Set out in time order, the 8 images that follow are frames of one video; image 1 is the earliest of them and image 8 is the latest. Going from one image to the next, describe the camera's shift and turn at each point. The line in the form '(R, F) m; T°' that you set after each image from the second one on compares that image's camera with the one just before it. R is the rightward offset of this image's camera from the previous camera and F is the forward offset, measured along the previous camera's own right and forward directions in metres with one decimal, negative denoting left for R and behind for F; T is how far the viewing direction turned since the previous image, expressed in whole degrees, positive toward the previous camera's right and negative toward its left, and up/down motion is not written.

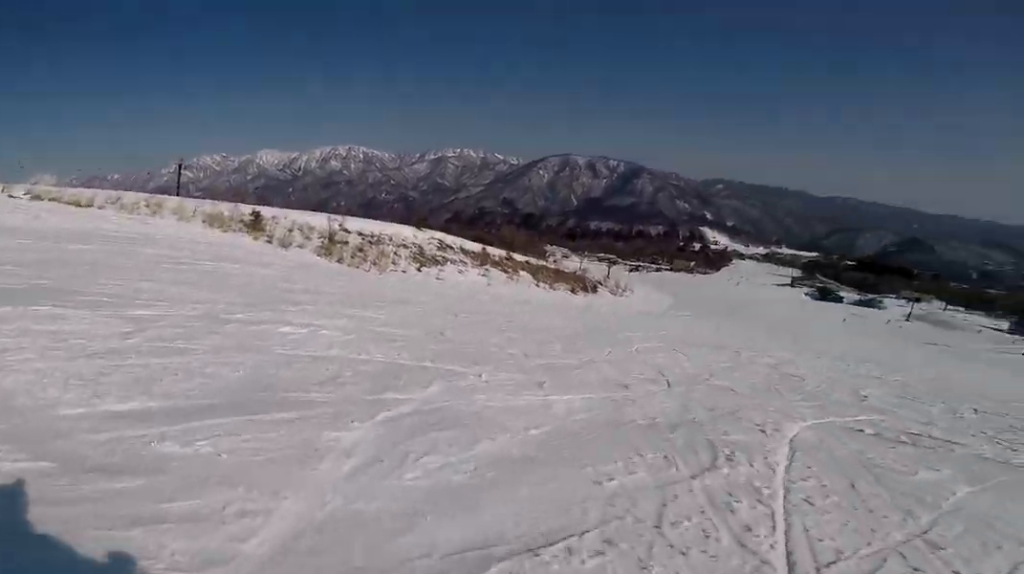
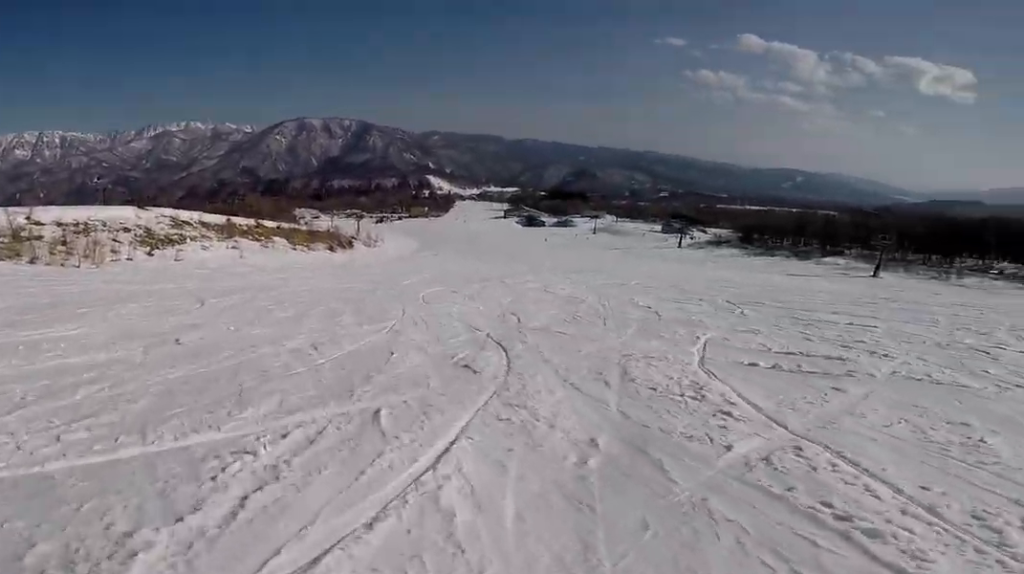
(-0.1, +4.0) m; +8°
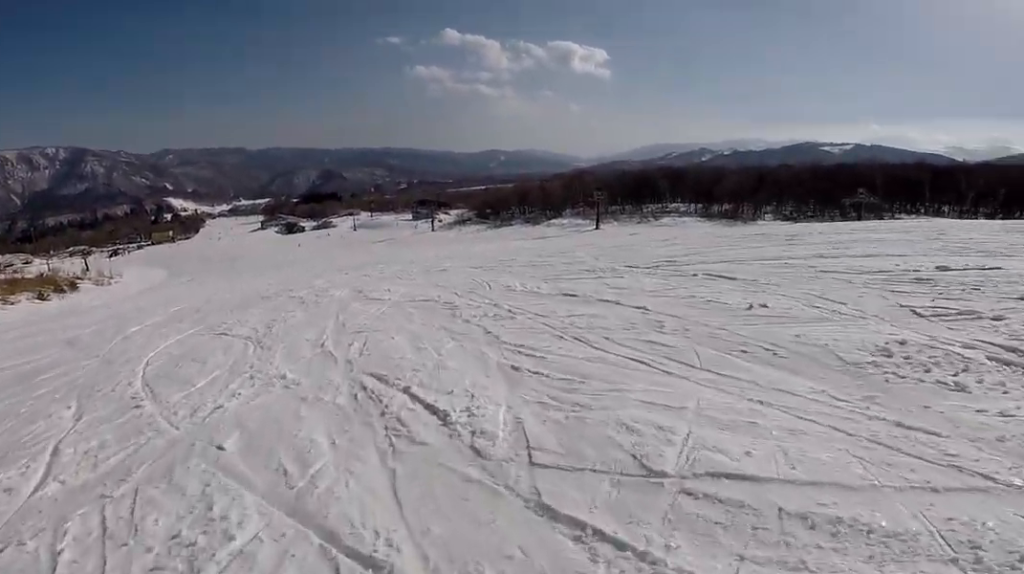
(+2.5, +8.7) m; +27°
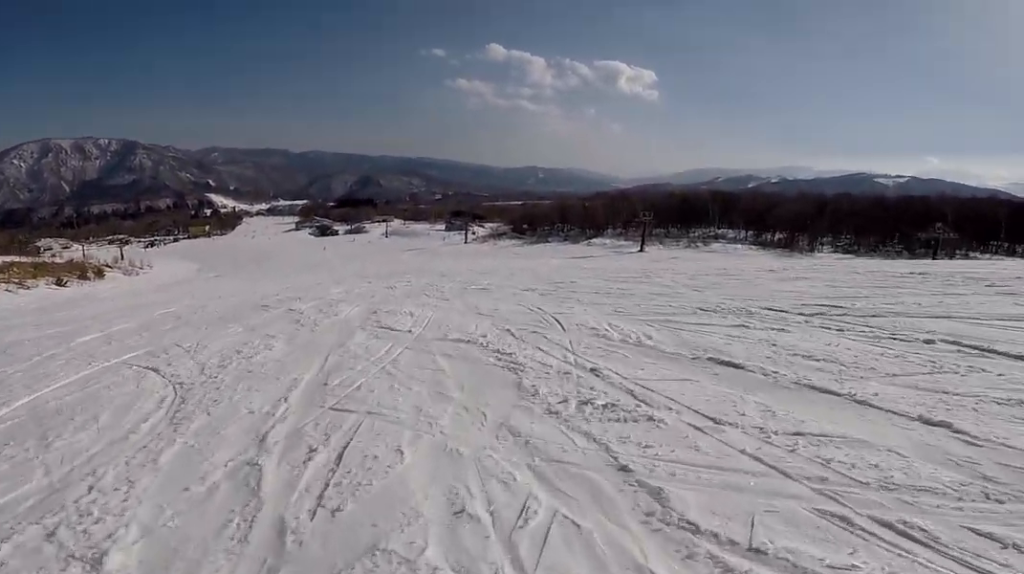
(+0.1, +4.0) m; +10°
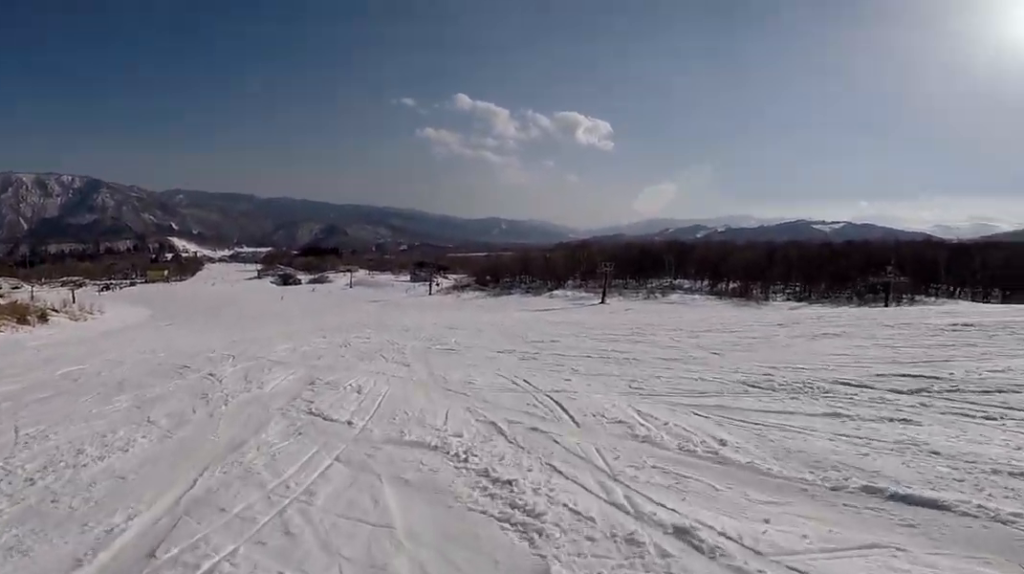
(+0.4, +2.6) m; +5°
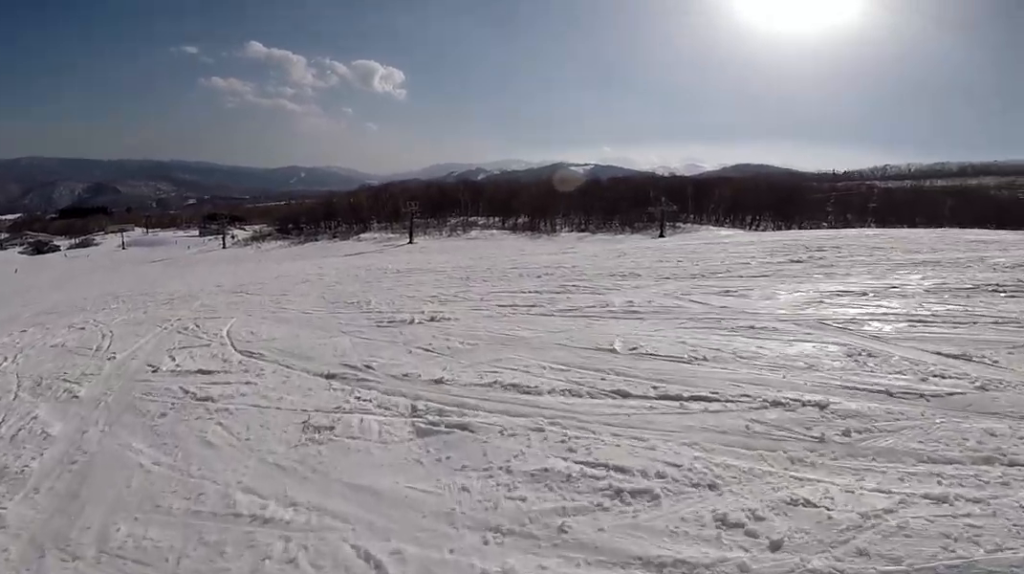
(+0.8, +7.6) m; +7°
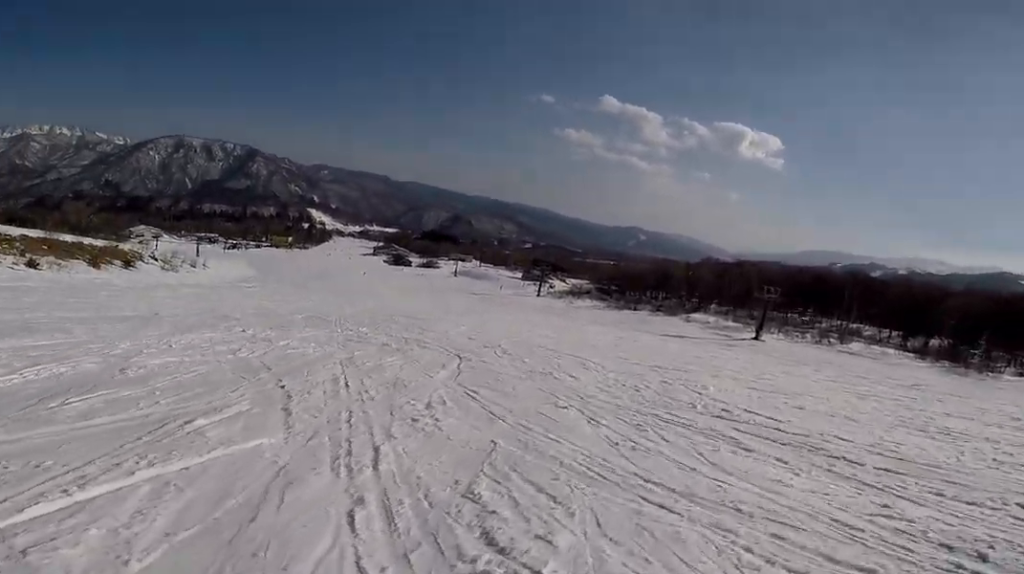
(0.0, +8.1) m; -10°
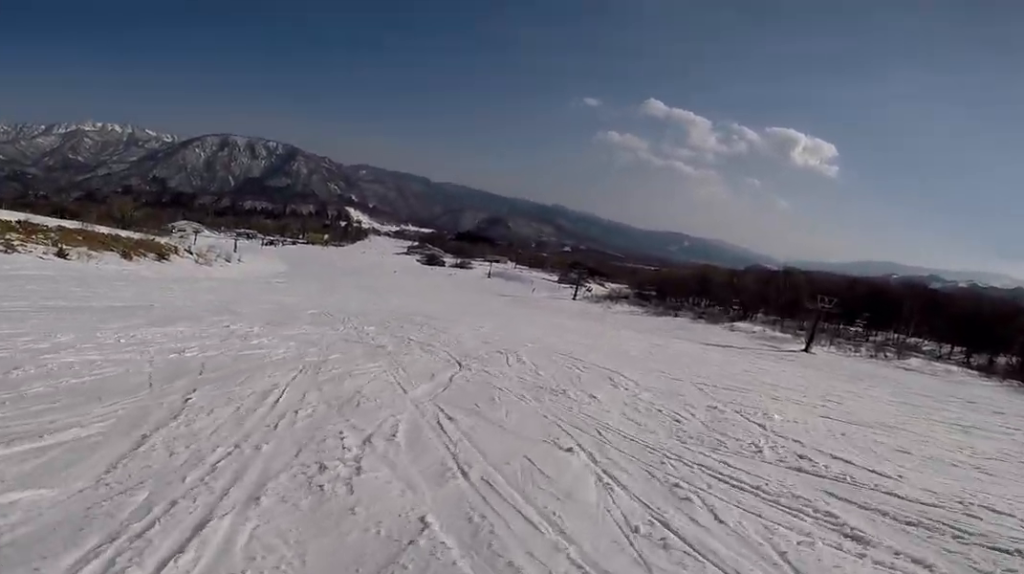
(-0.4, +2.5) m; -11°
